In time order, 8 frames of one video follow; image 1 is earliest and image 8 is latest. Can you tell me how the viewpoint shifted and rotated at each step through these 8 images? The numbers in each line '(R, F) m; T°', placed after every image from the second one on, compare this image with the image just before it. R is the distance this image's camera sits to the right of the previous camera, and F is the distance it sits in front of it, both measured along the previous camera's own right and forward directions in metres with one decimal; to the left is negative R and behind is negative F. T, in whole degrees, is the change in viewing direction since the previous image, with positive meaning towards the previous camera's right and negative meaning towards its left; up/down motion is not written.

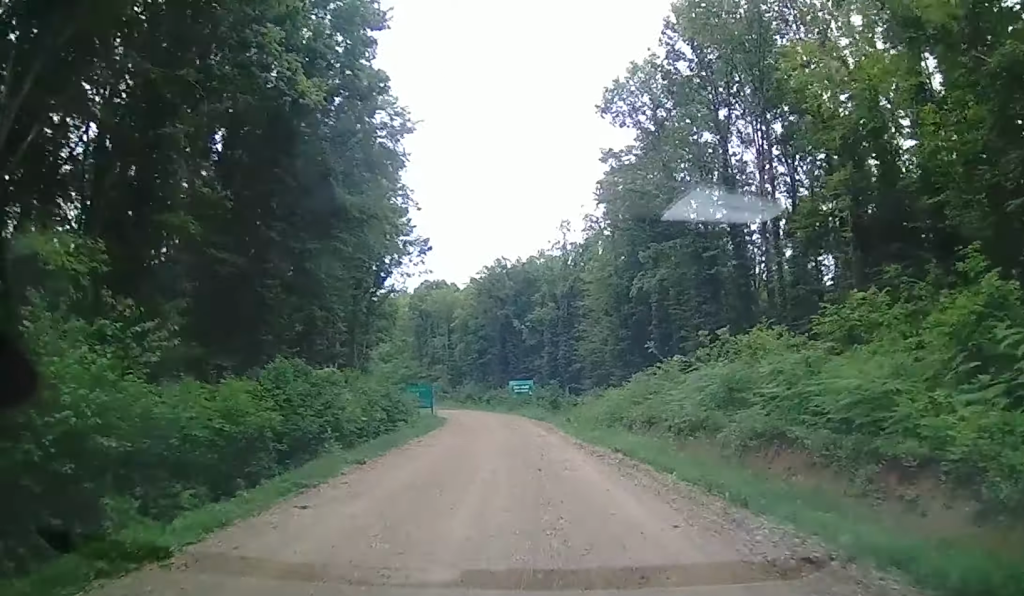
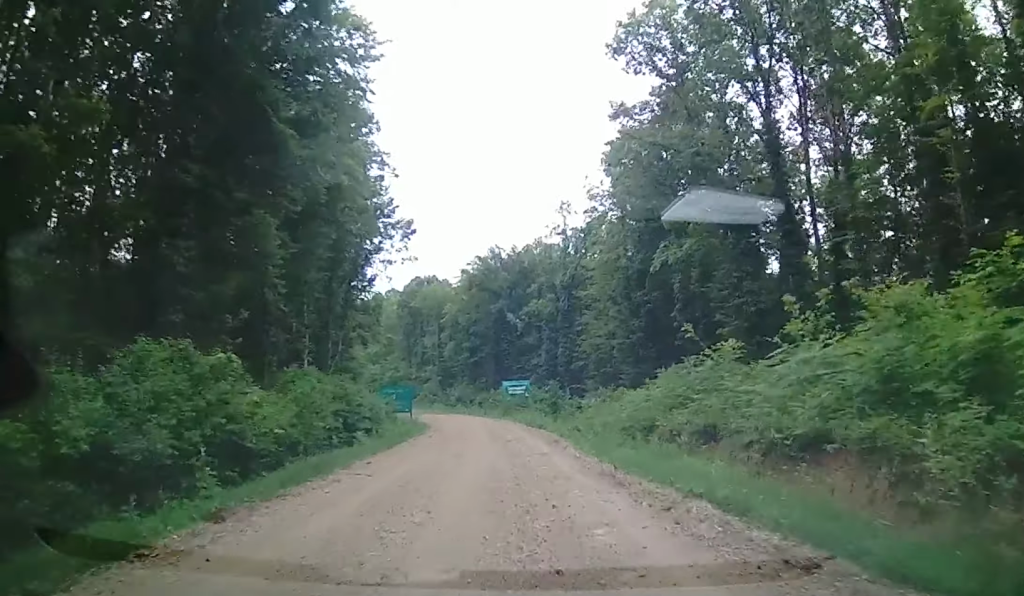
(-0.2, +7.8) m; -1°
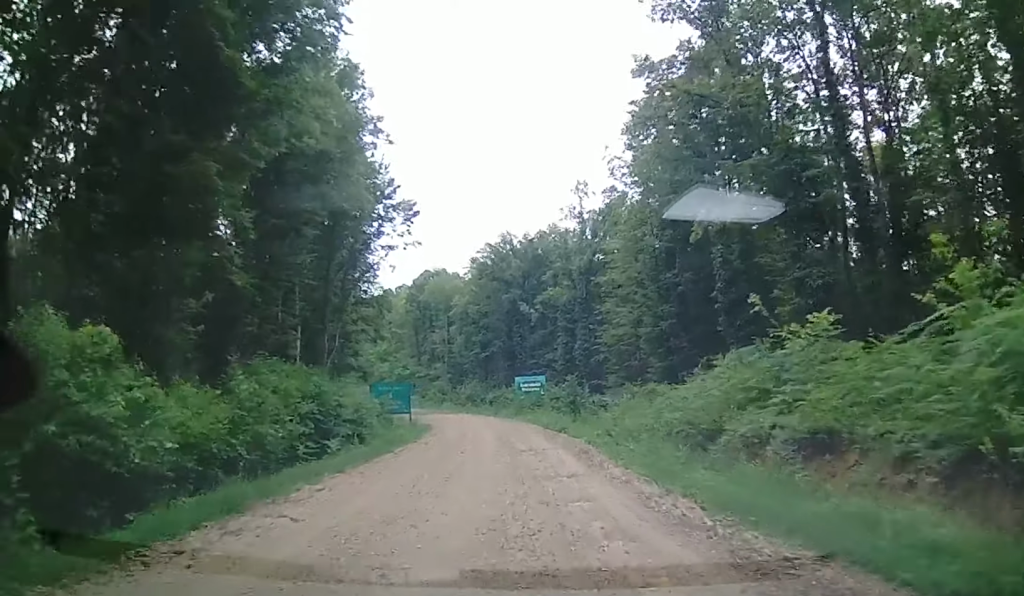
(0.0, +5.4) m; +2°
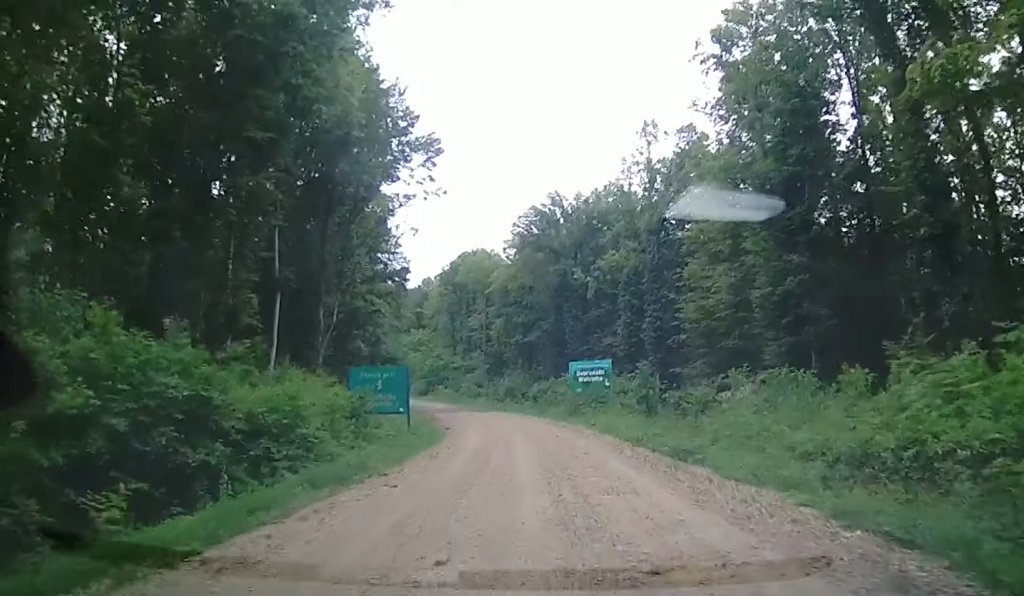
(+0.4, +13.9) m; +1°
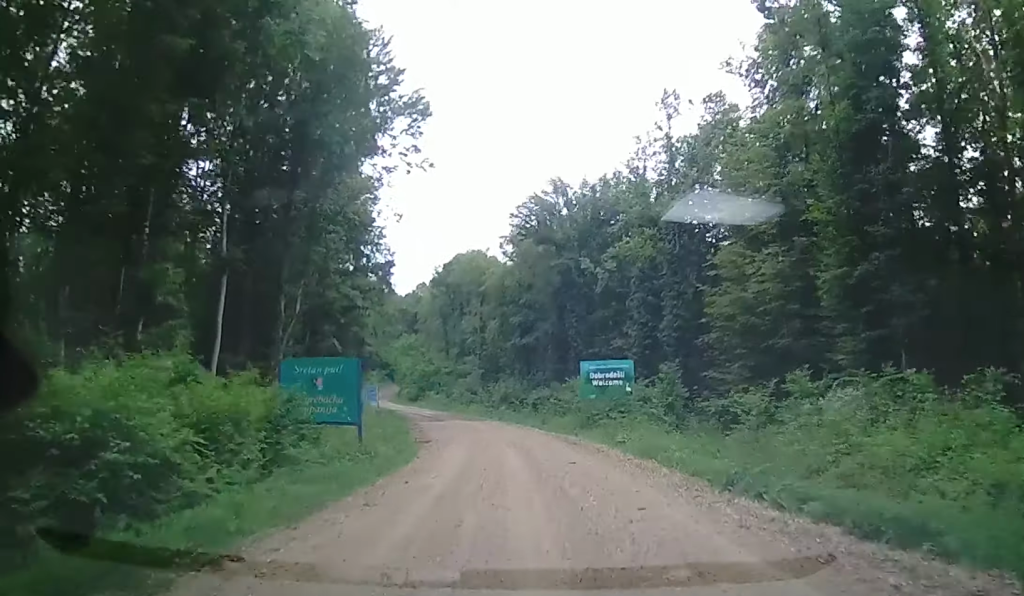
(-0.3, +7.6) m; -2°
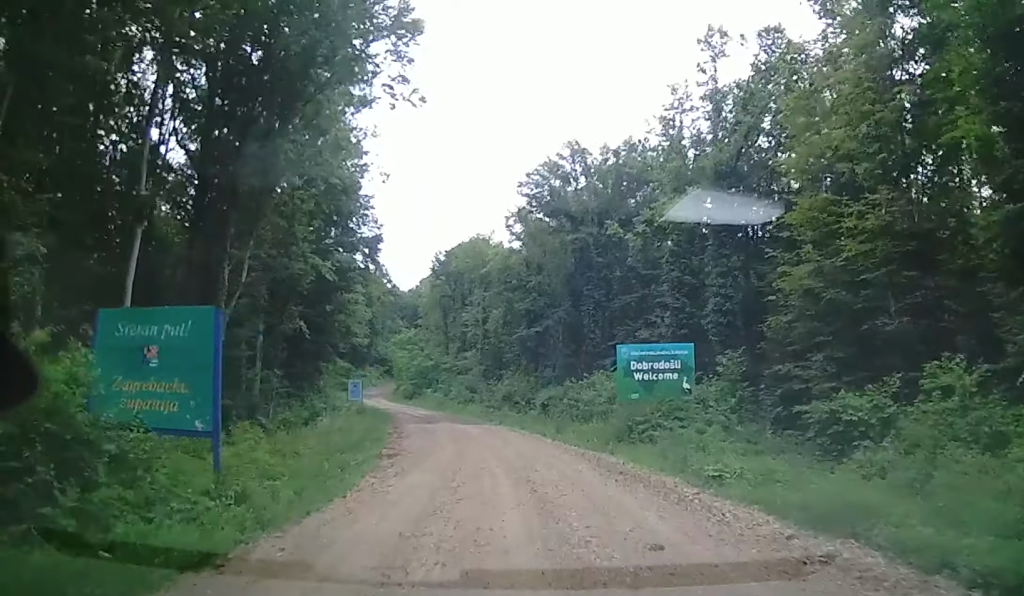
(0.0, +8.9) m; +2°
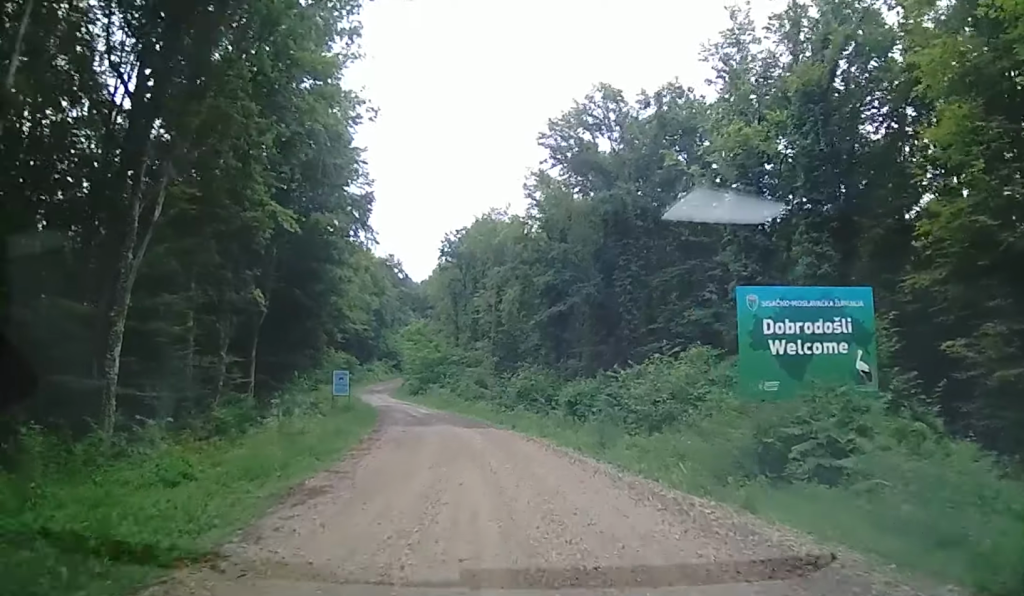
(+0.2, +9.4) m; 0°
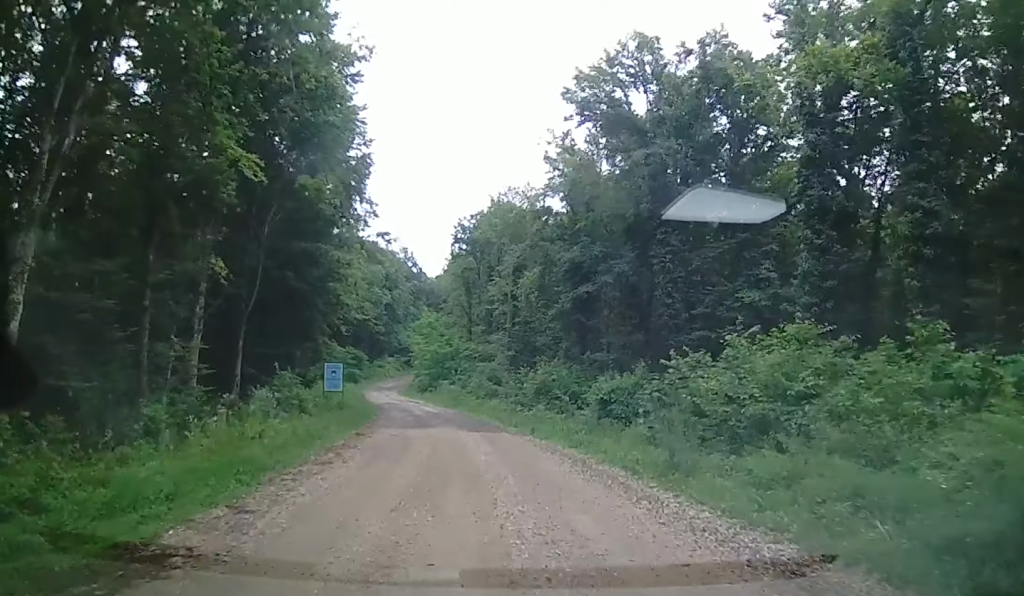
(0.0, +6.1) m; -2°
